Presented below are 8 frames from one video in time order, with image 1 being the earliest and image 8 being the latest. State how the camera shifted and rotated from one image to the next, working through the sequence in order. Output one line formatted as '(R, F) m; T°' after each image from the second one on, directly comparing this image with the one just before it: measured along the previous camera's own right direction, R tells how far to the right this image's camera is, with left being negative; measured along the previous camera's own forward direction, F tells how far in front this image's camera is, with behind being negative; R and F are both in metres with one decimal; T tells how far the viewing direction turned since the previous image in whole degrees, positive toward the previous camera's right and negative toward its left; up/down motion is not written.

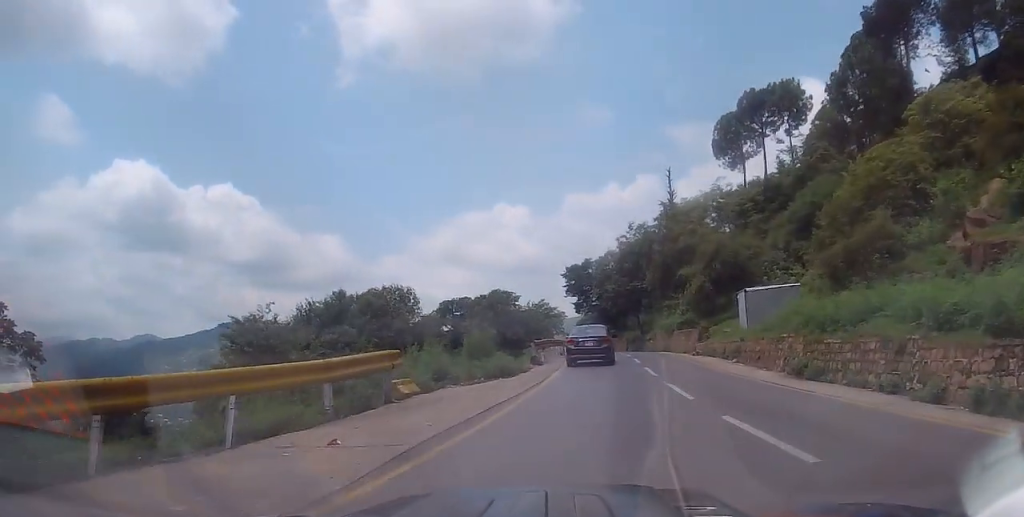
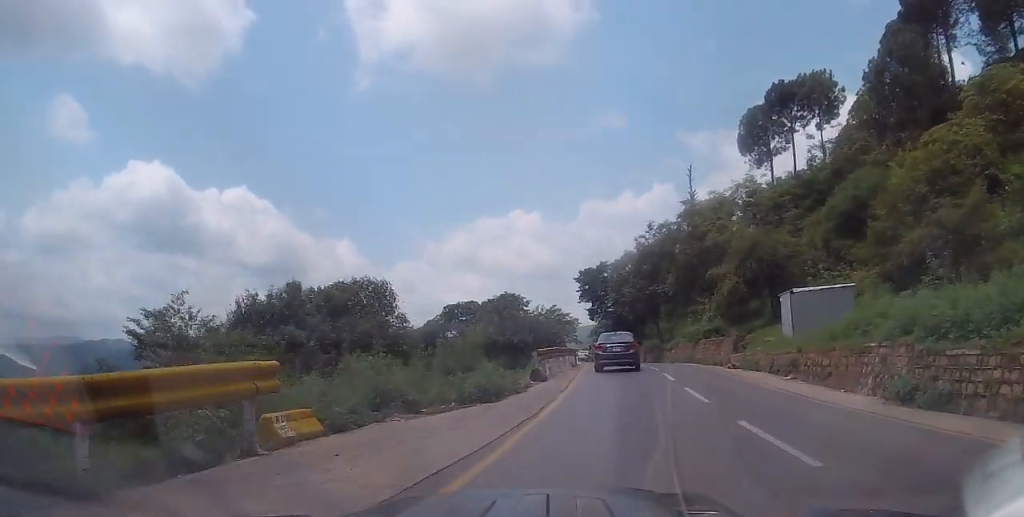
(0.0, +5.7) m; -2°
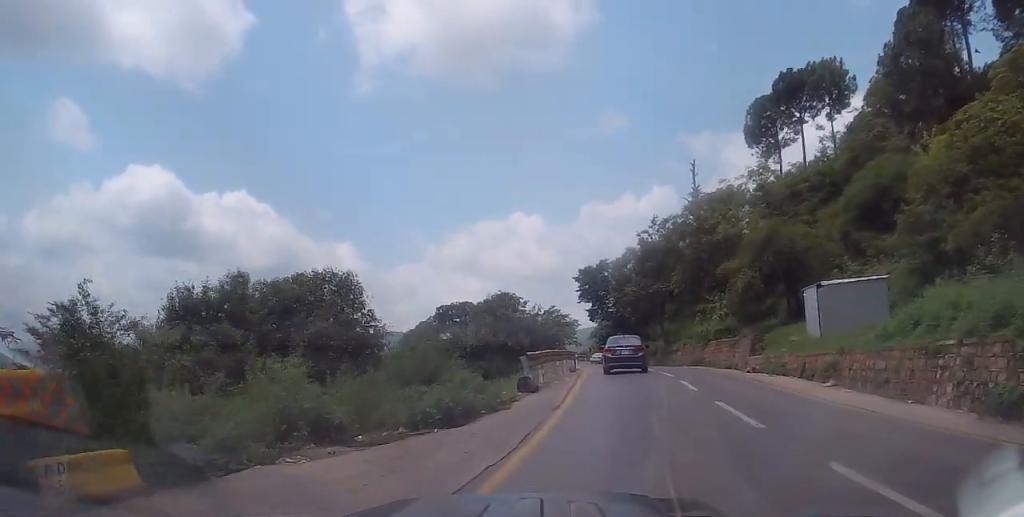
(-0.2, +3.8) m; 0°
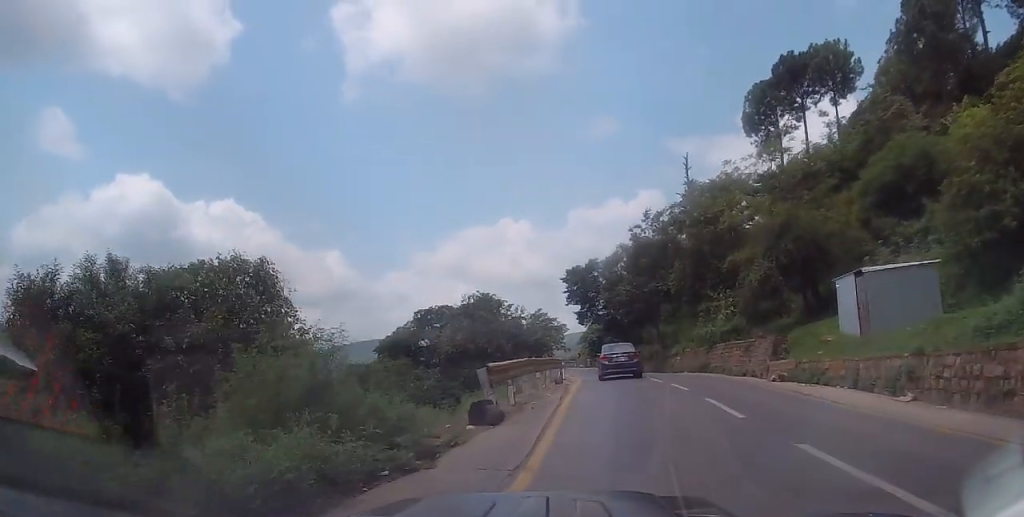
(0.0, +5.1) m; +2°
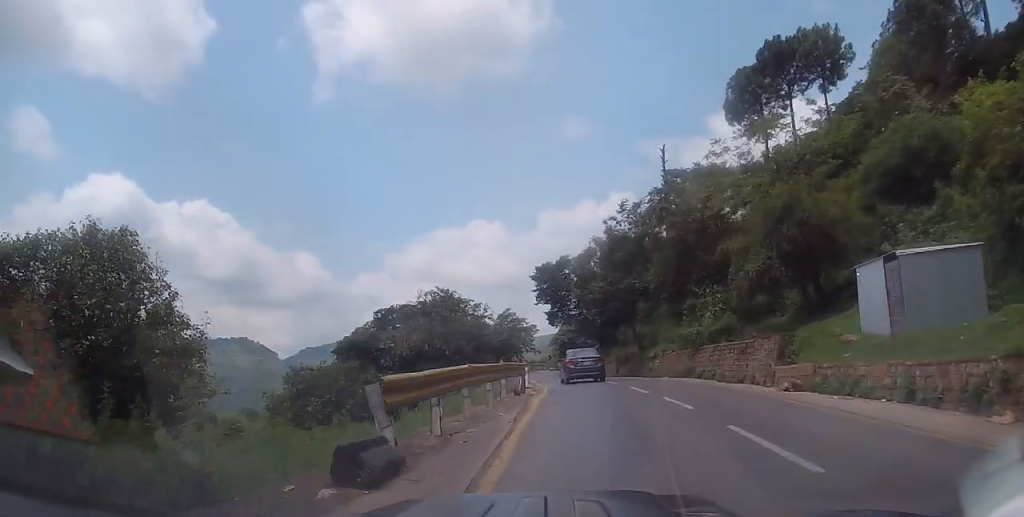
(+0.1, +4.3) m; +2°
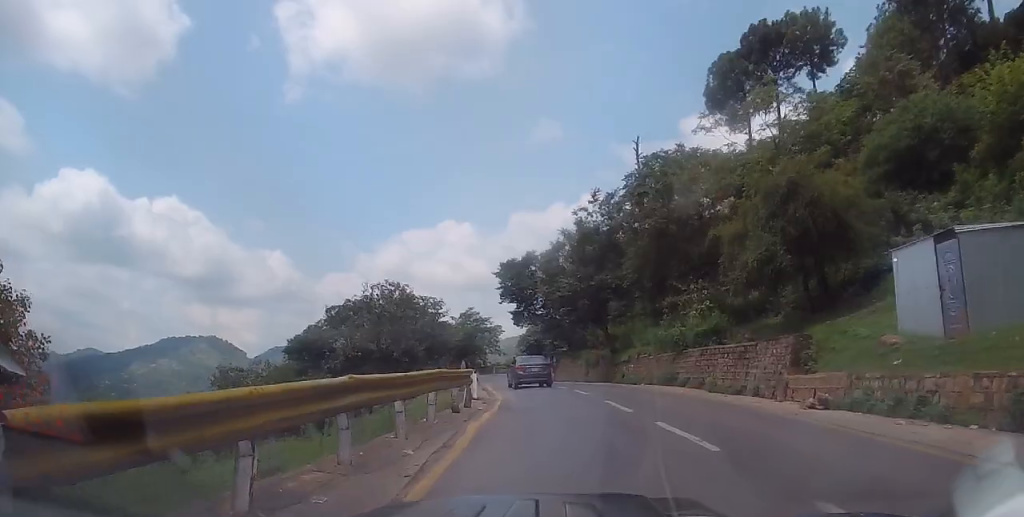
(+0.1, +4.4) m; -2°
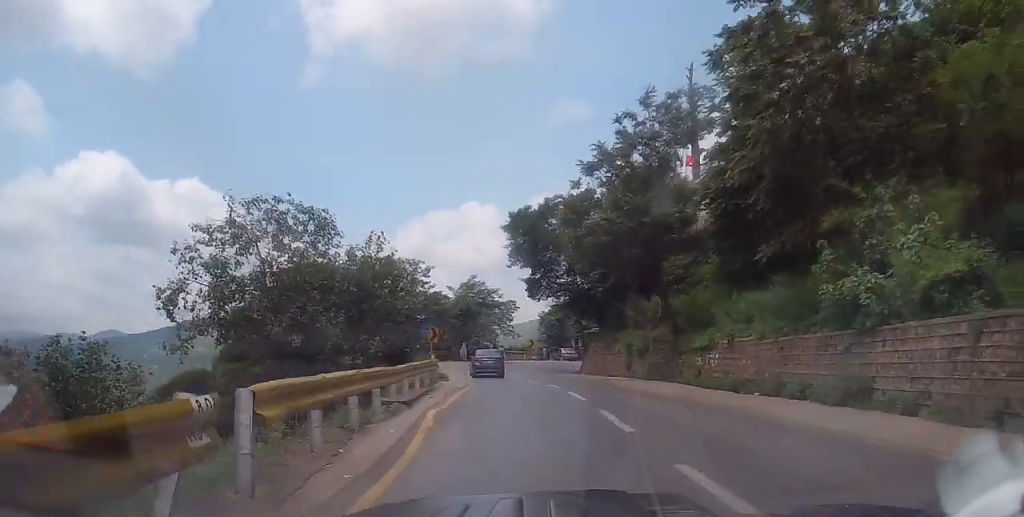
(-0.4, +16.8) m; 0°
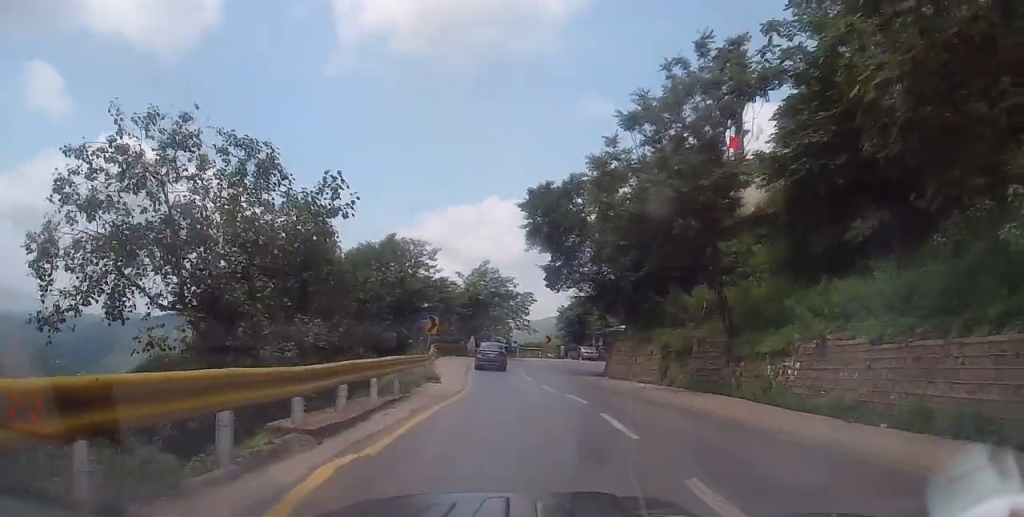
(+0.2, +6.3) m; -3°
